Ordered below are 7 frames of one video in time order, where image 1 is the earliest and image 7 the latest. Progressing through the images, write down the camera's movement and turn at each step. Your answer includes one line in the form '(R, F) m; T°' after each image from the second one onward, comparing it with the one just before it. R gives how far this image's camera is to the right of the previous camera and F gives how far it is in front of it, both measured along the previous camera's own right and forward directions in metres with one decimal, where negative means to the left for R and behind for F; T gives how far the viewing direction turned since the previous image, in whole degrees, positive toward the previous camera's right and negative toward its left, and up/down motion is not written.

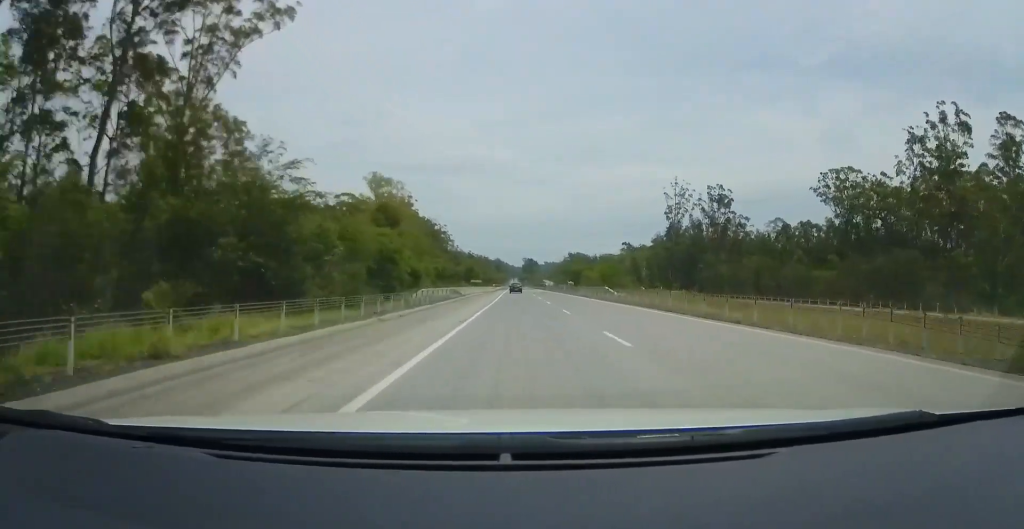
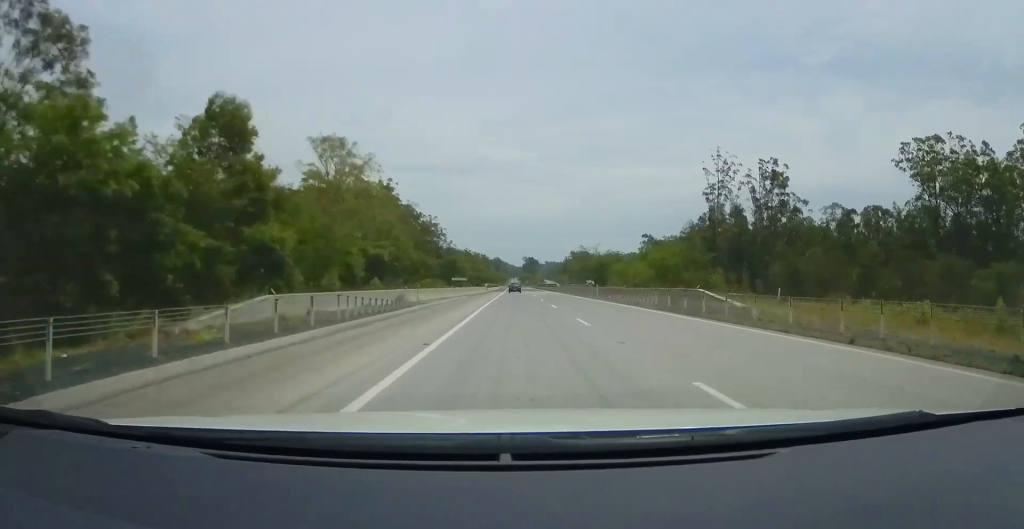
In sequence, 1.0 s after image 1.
(-0.7, +30.3) m; 0°
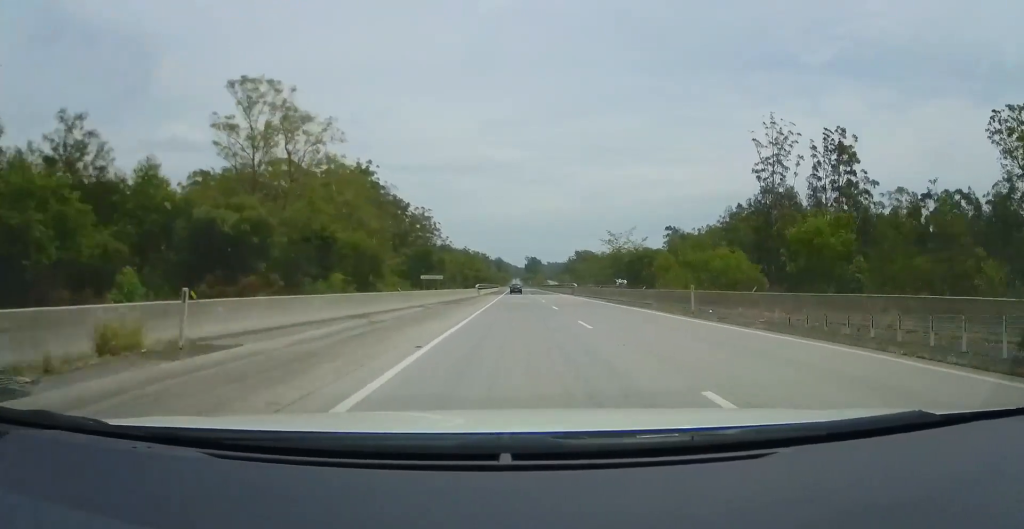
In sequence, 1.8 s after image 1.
(+0.7, +24.4) m; +1°
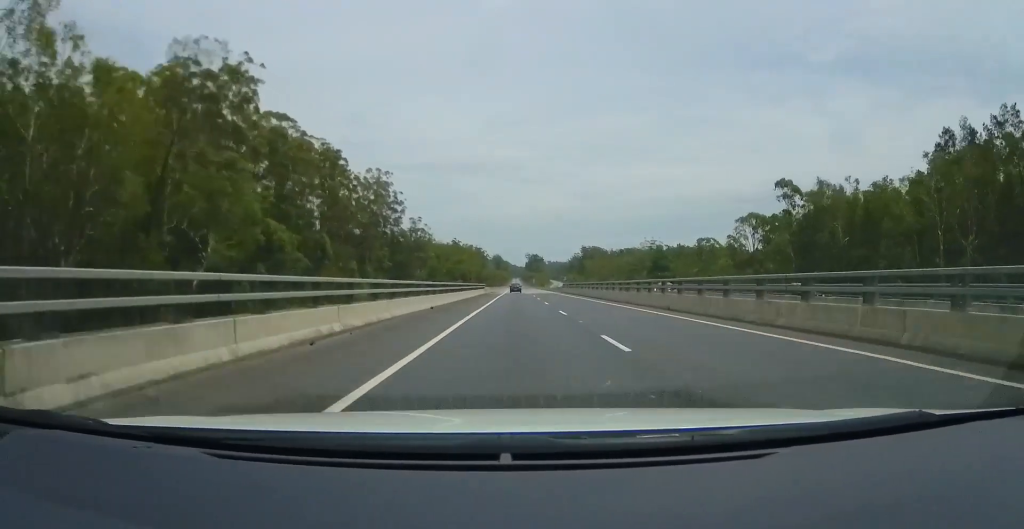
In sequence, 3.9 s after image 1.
(+0.7, +64.4) m; 0°
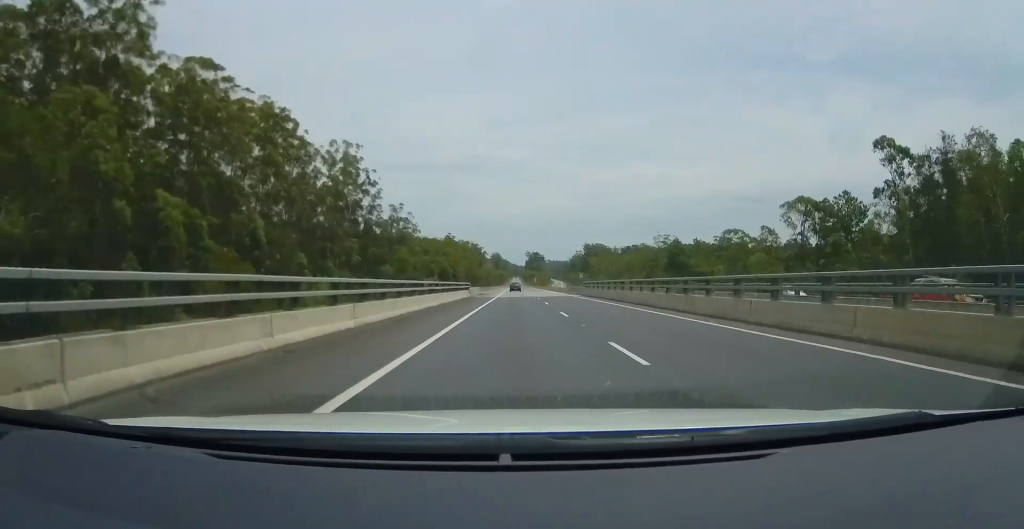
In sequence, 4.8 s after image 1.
(-0.2, +25.4) m; 0°
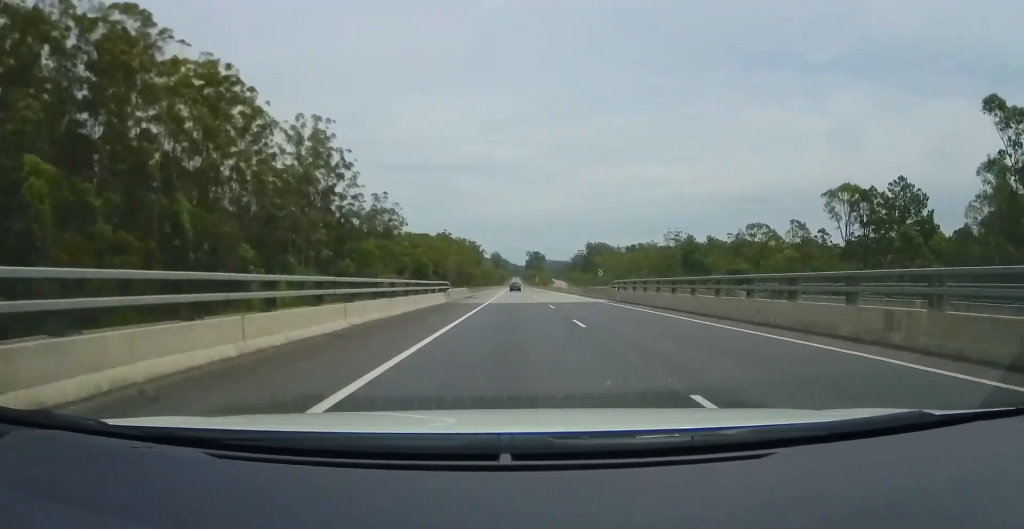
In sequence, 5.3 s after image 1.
(0.0, +16.9) m; 0°
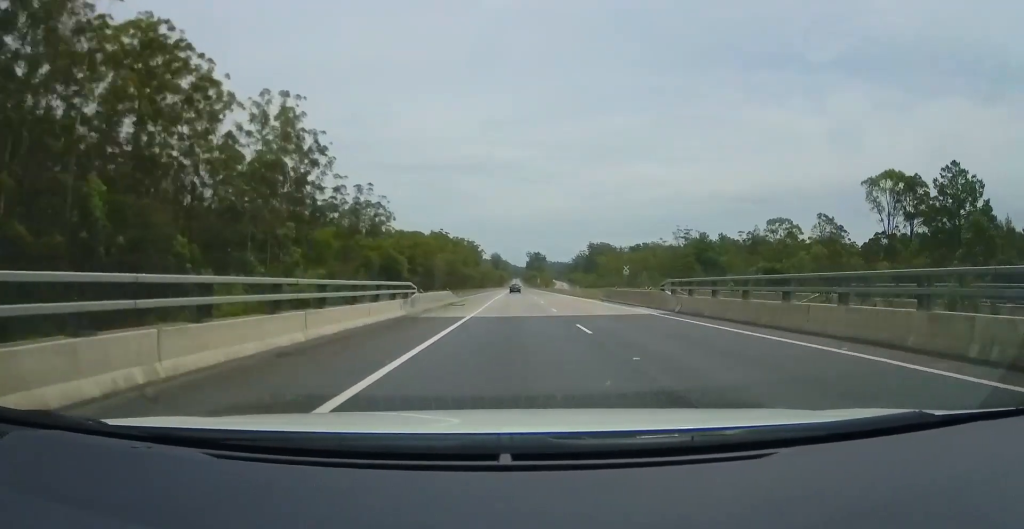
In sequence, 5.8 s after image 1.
(+0.1, +13.3) m; 0°
